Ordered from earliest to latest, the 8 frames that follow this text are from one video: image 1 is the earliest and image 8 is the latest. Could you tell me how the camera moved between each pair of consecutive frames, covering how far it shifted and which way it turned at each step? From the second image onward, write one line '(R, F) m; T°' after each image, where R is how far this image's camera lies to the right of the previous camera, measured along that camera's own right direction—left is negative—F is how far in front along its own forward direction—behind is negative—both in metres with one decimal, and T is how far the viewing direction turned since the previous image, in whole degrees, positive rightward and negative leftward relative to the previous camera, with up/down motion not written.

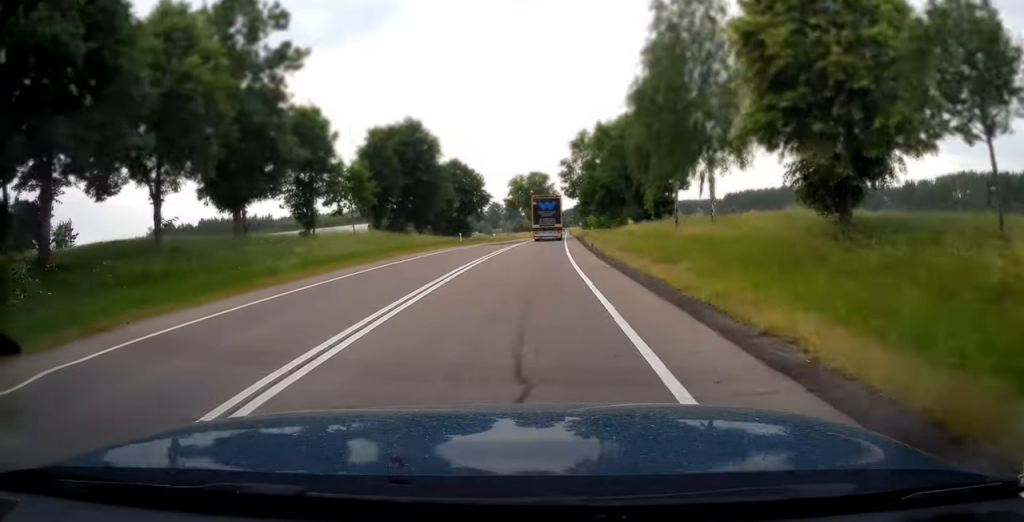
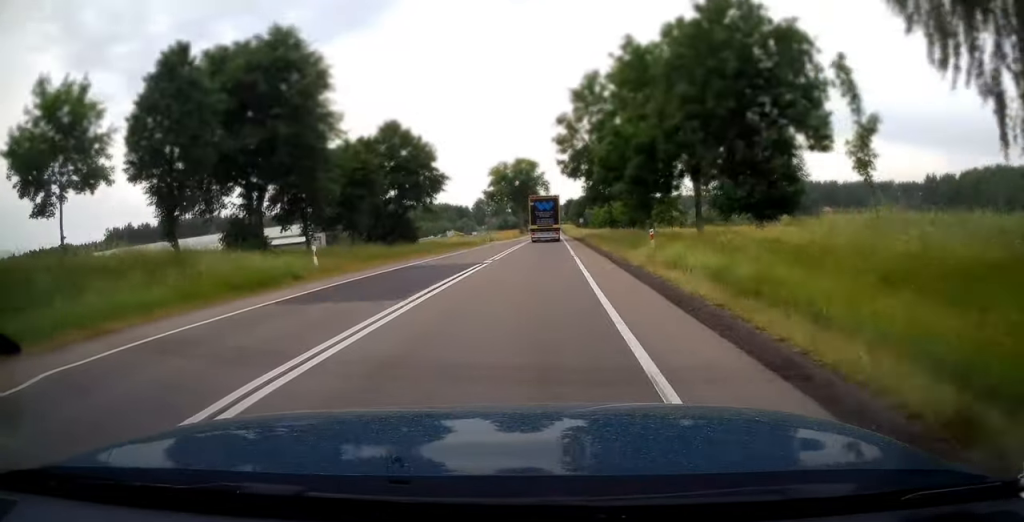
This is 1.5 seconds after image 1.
(+0.7, +33.1) m; +1°
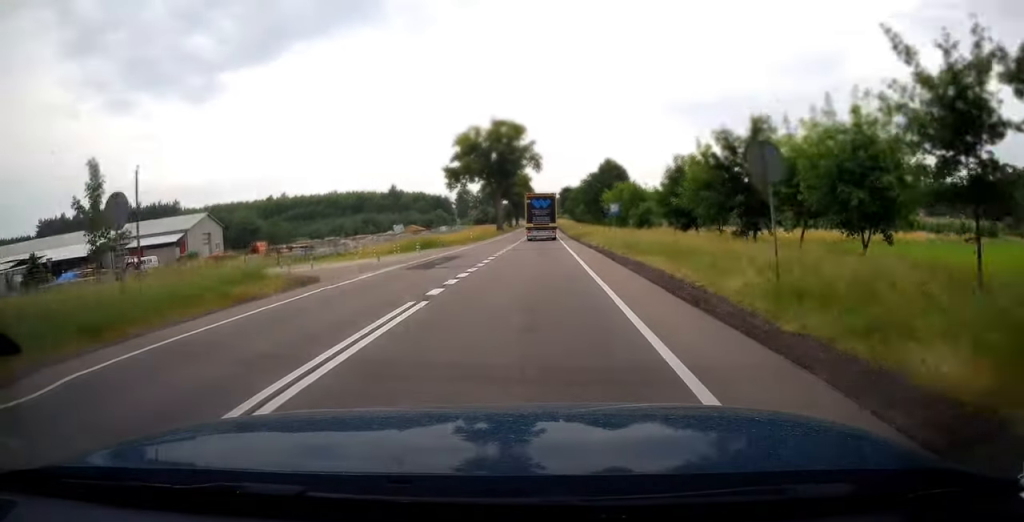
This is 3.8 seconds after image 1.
(+0.4, +52.0) m; +1°
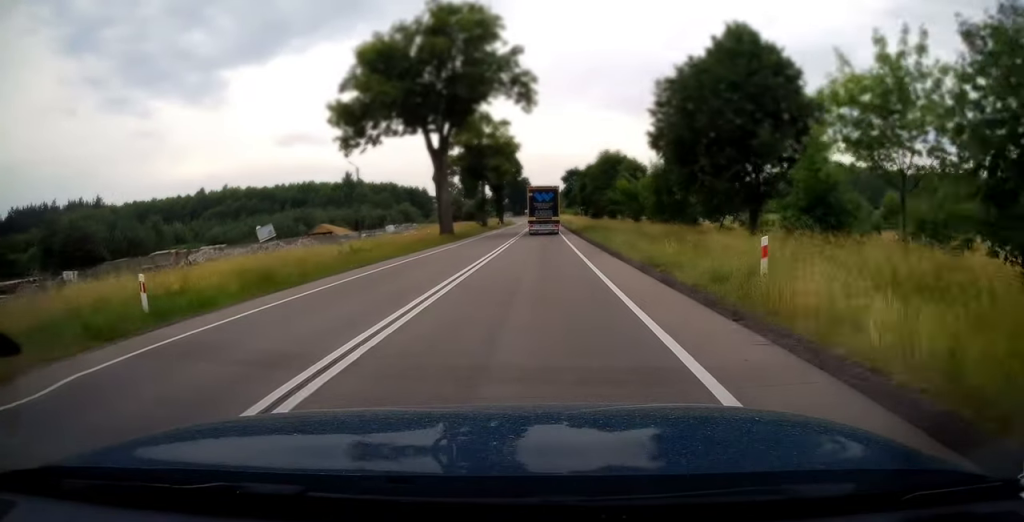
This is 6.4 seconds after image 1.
(+0.5, +58.9) m; +1°
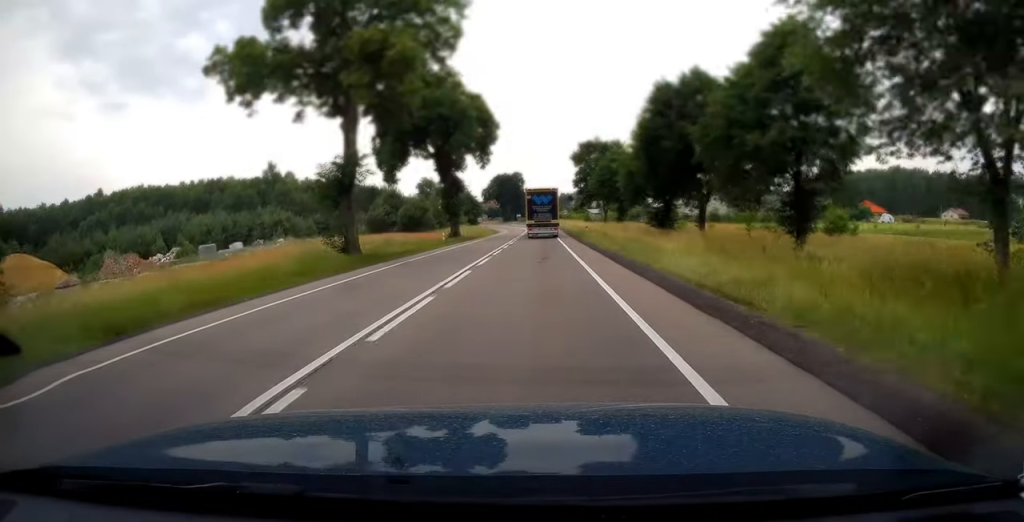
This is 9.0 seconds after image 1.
(0.0, +60.2) m; 0°
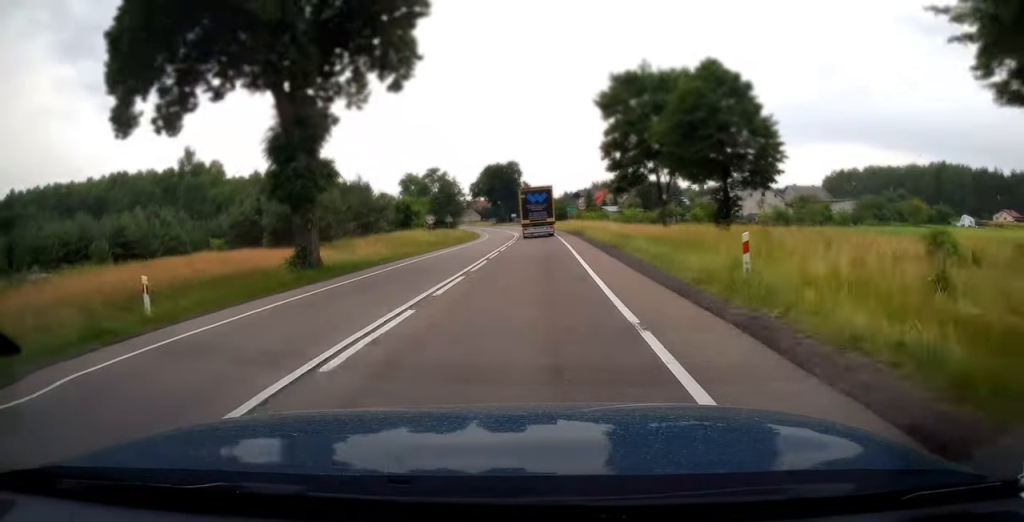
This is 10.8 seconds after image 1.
(0.0, +38.8) m; 0°
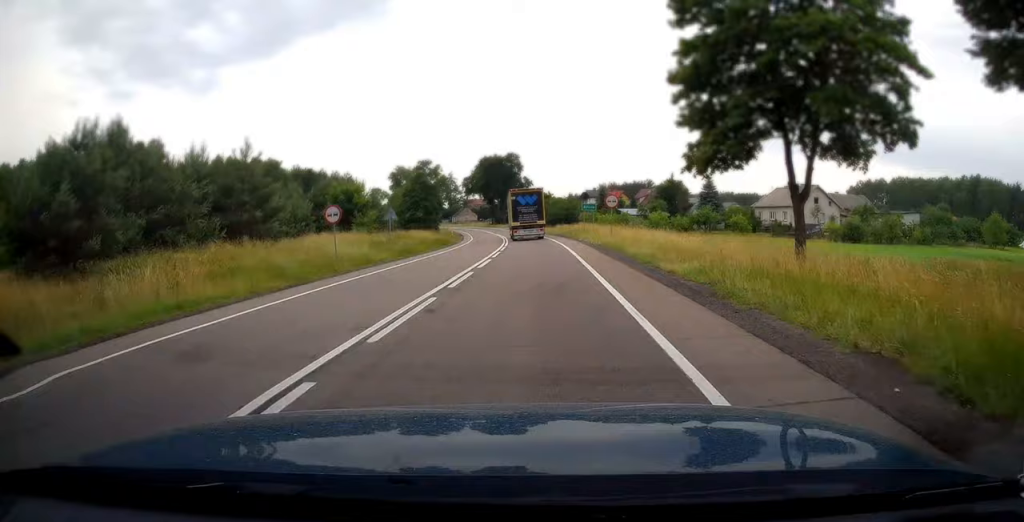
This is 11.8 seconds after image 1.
(+0.1, +22.9) m; 0°
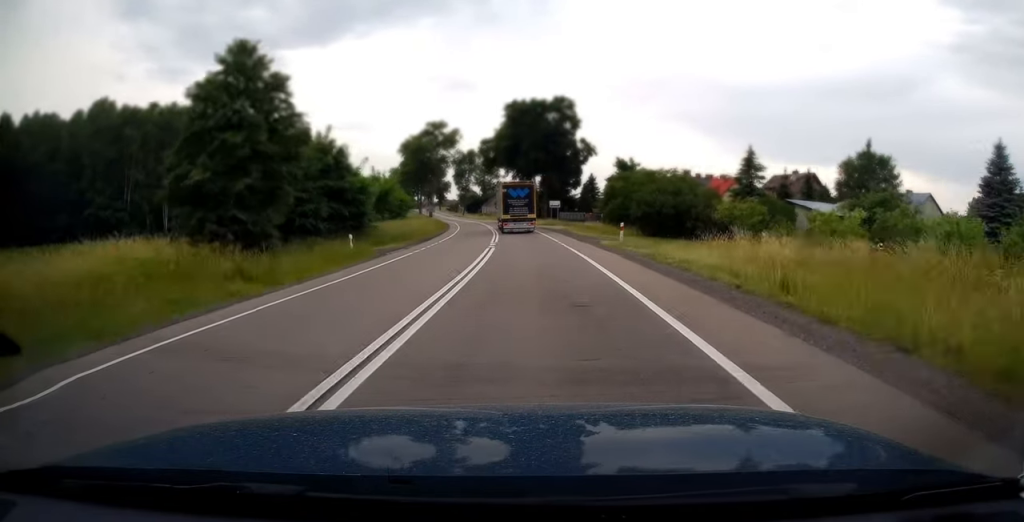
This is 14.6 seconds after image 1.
(-1.4, +58.9) m; -4°
